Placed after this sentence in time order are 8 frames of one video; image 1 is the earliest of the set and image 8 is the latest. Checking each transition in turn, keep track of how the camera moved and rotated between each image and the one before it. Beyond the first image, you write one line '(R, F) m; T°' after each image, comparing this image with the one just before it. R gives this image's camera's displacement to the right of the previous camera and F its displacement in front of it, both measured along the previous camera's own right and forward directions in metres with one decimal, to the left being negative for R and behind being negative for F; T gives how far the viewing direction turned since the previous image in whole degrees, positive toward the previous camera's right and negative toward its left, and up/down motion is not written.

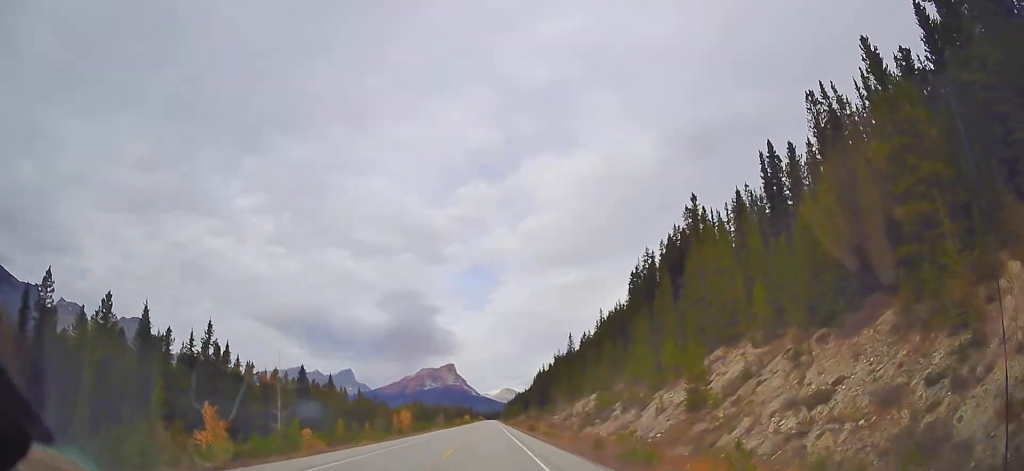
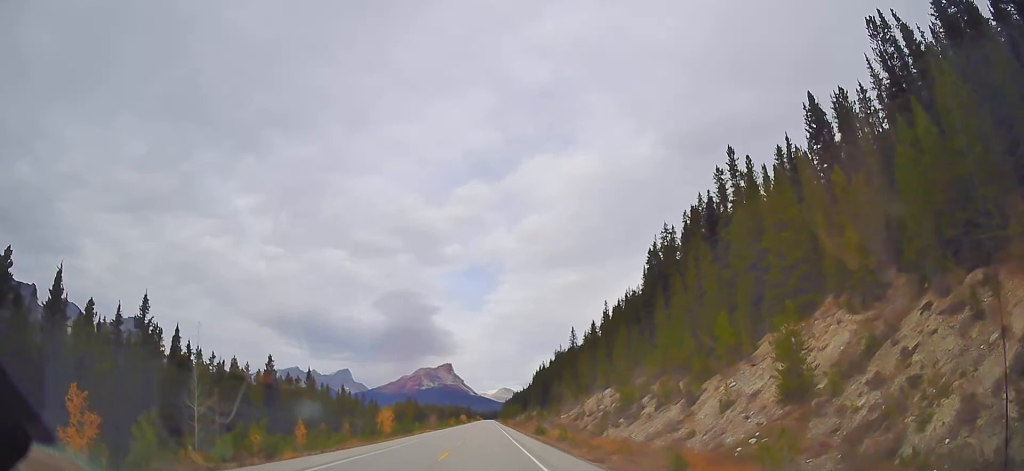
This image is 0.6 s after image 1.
(-0.2, +14.6) m; 0°
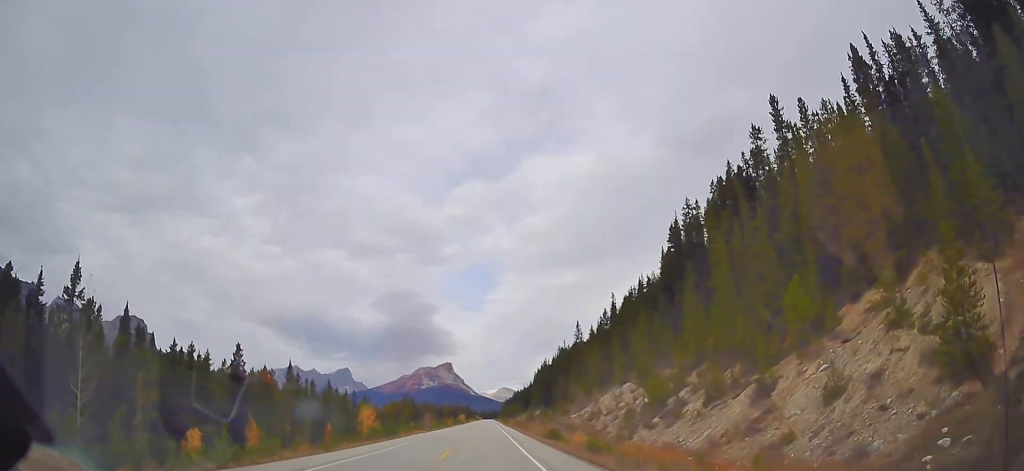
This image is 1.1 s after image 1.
(+0.2, +11.5) m; +1°
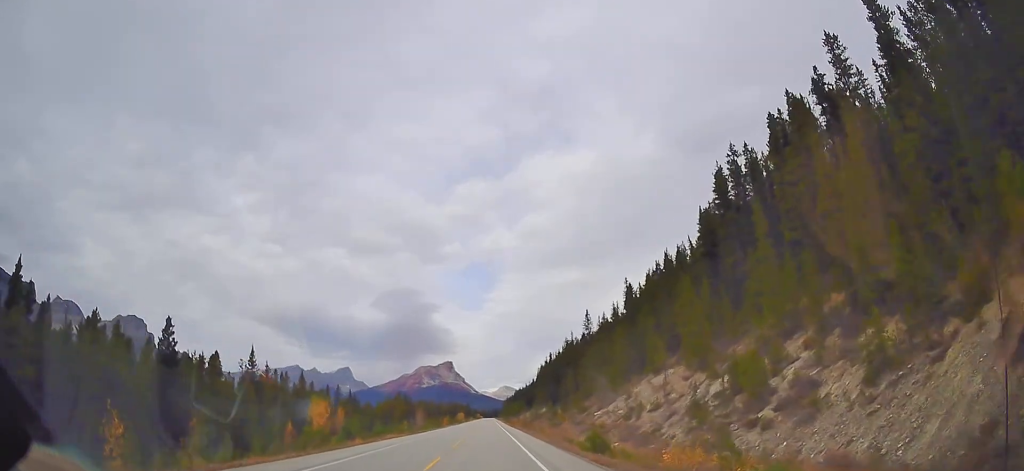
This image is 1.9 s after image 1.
(+0.3, +18.4) m; 0°
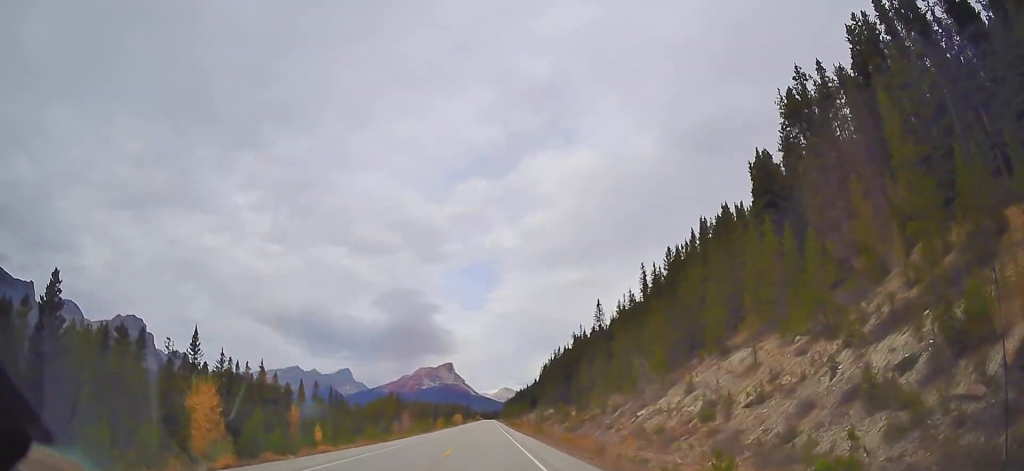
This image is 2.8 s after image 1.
(+0.1, +19.1) m; -1°
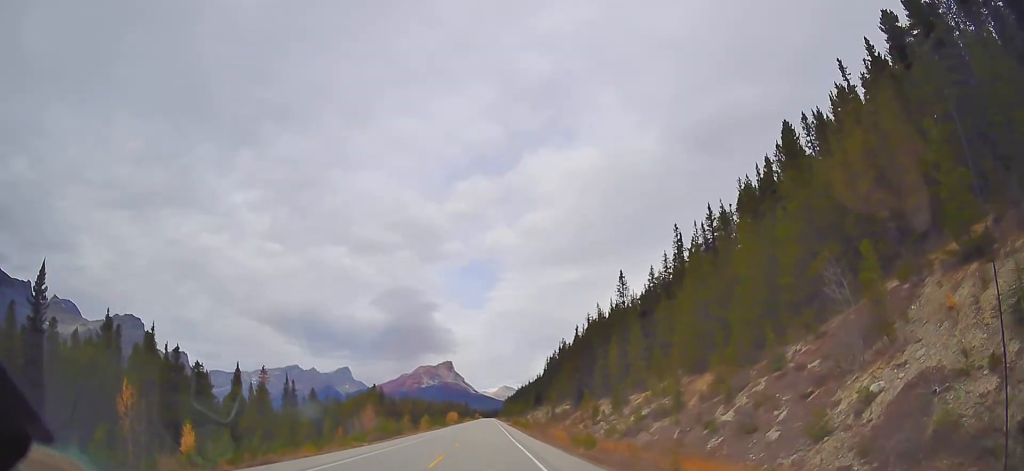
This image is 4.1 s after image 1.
(-0.6, +31.2) m; 0°
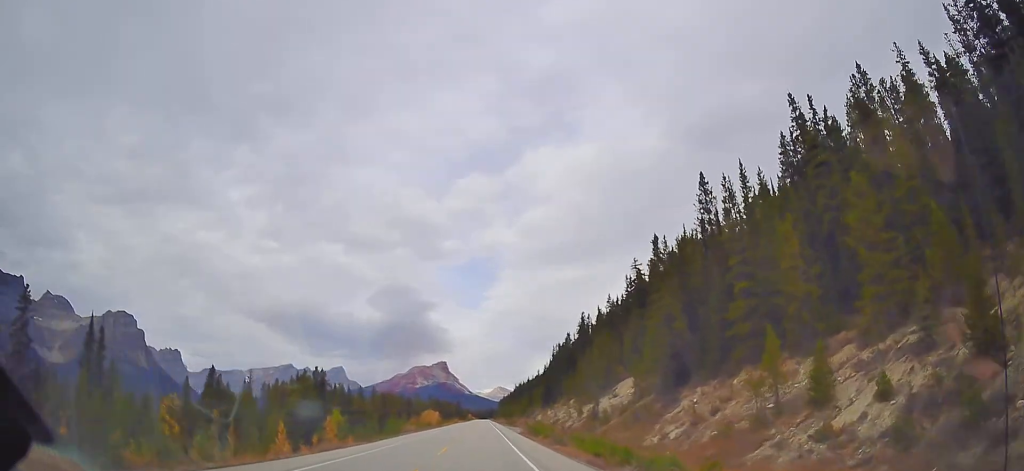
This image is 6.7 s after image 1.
(+0.7, +57.8) m; 0°
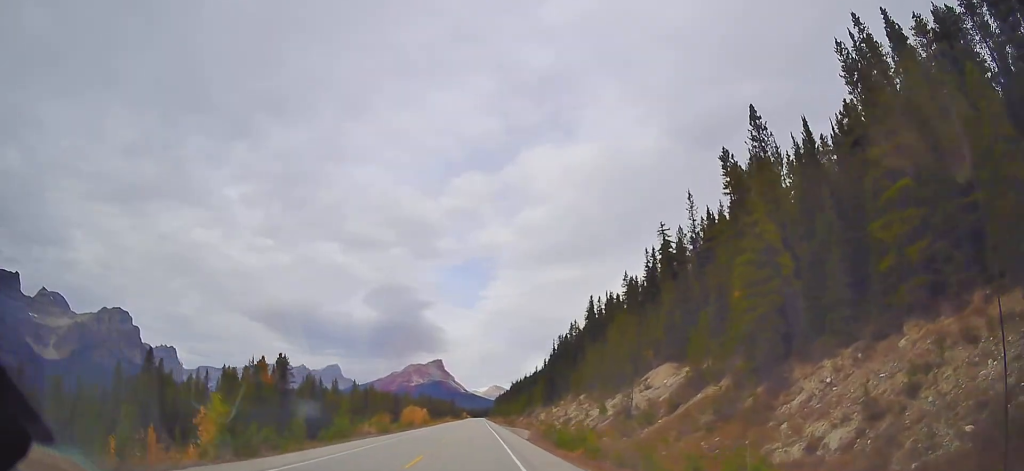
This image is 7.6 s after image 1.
(0.0, +20.2) m; +1°
